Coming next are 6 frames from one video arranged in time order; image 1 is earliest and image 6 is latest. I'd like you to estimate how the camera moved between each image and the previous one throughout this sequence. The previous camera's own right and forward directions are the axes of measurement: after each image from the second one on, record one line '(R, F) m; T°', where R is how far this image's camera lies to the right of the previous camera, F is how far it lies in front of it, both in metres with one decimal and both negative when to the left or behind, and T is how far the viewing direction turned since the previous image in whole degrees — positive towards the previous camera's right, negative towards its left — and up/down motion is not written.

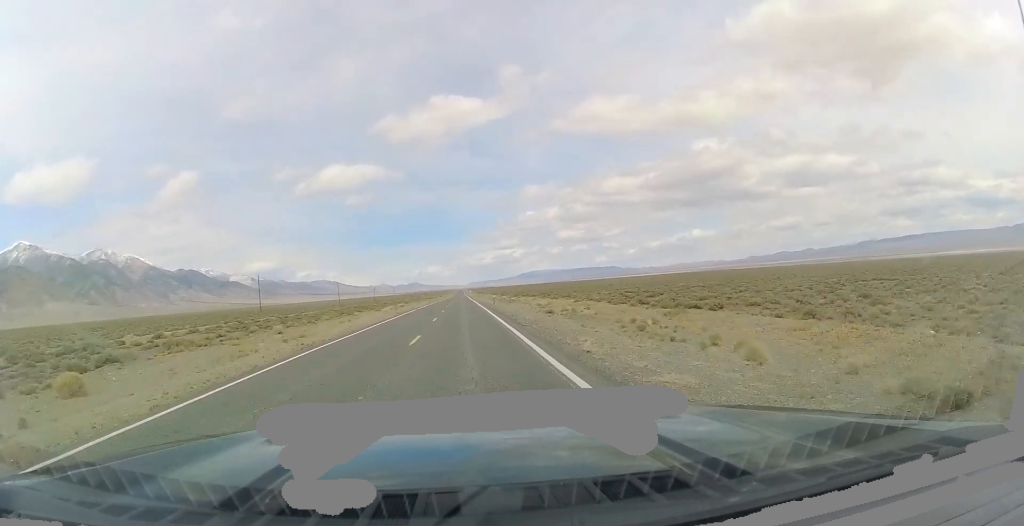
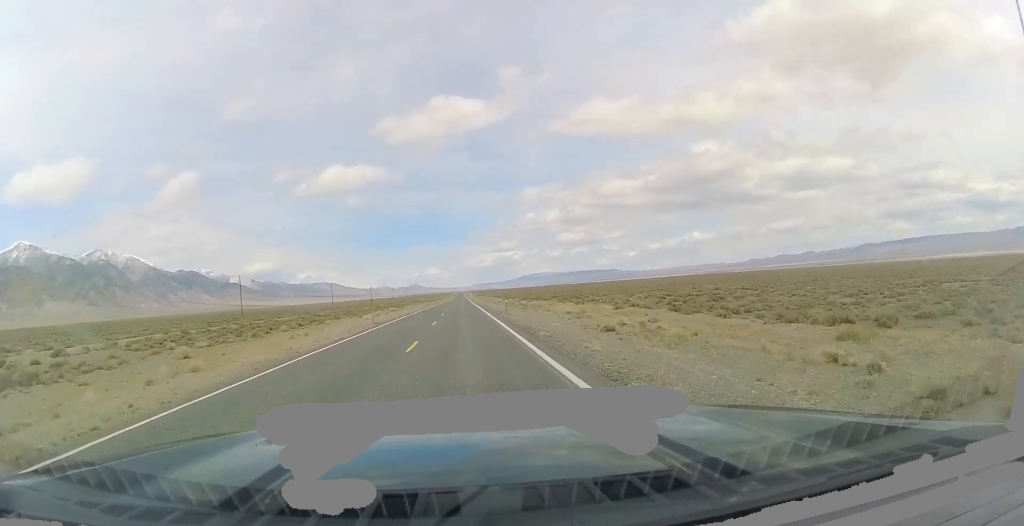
(0.0, +14.8) m; 0°
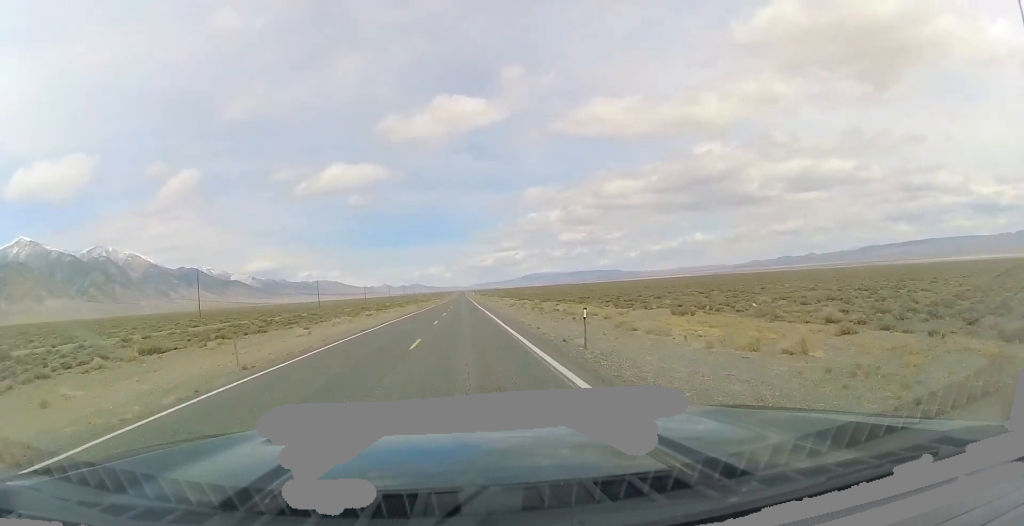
(-0.2, +26.4) m; 0°
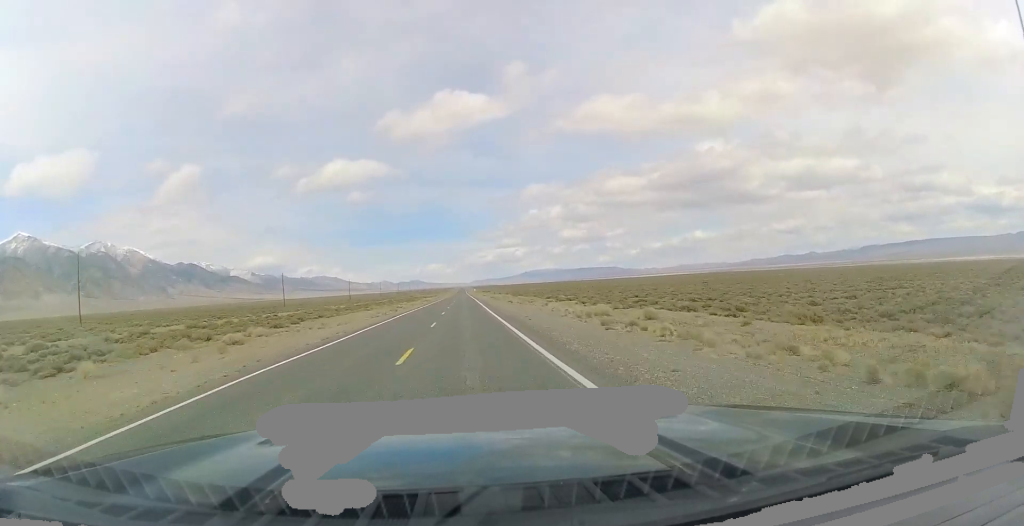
(+0.1, +45.2) m; 0°
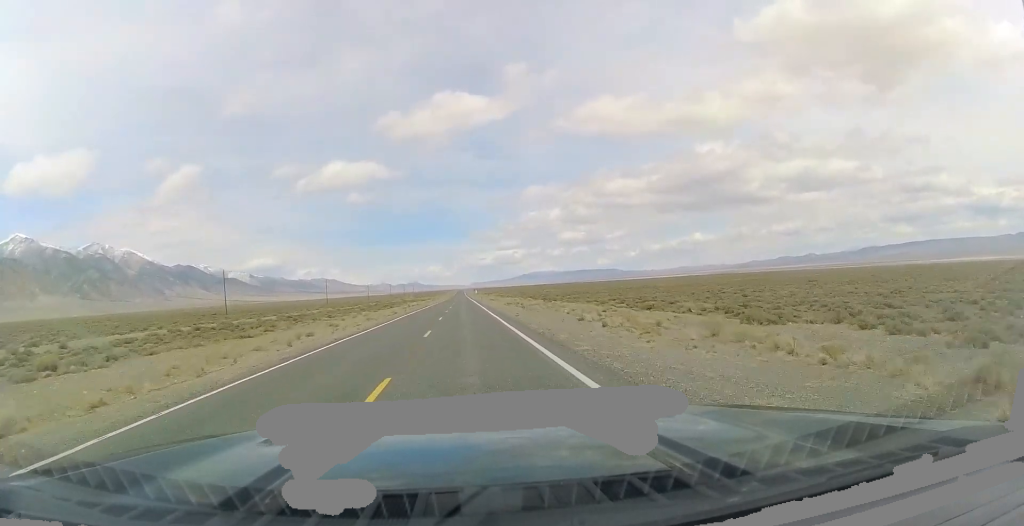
(+0.1, +46.7) m; 0°
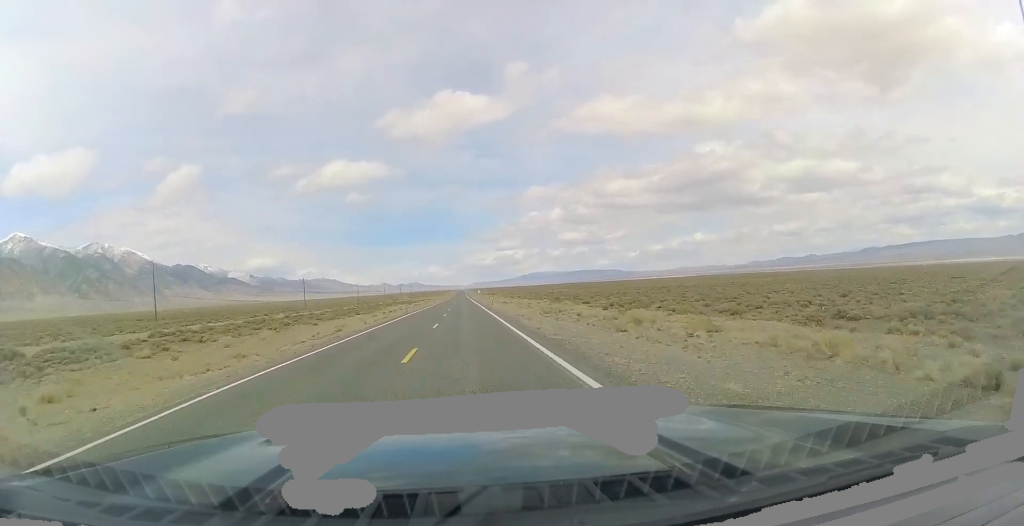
(0.0, +35.2) m; -1°
